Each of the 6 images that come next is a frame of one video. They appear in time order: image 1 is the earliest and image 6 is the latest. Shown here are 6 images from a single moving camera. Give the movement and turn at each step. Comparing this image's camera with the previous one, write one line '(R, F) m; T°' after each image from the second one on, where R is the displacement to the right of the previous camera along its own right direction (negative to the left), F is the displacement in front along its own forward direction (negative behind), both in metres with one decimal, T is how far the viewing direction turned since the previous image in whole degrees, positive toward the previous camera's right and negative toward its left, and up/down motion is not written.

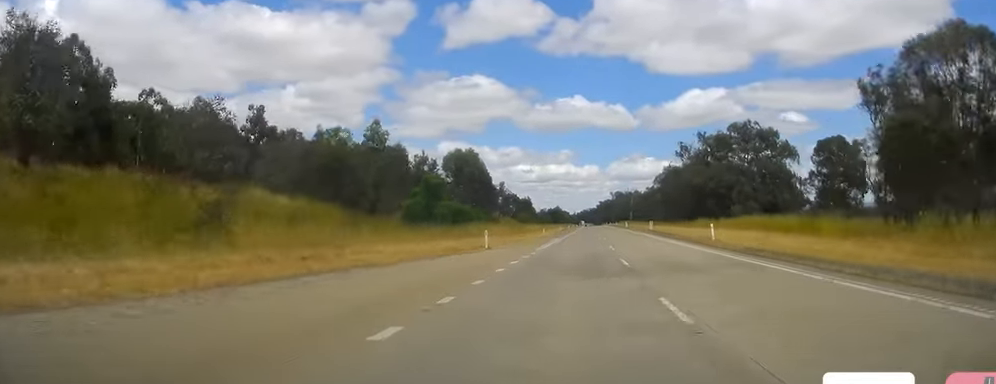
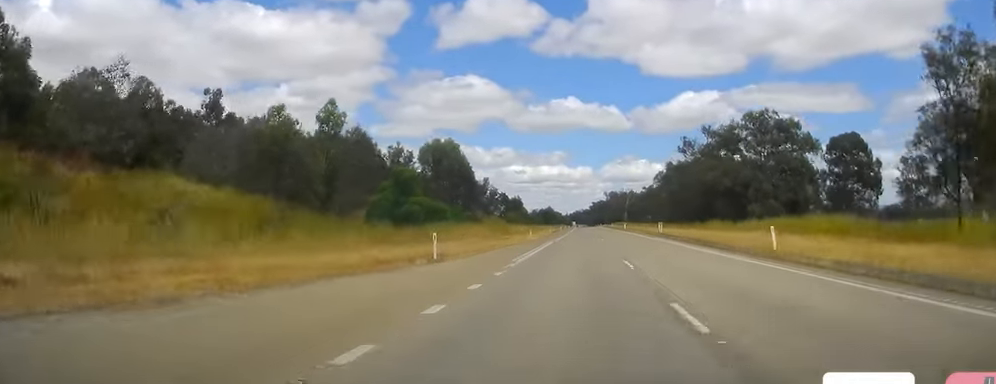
(0.0, +13.4) m; +1°
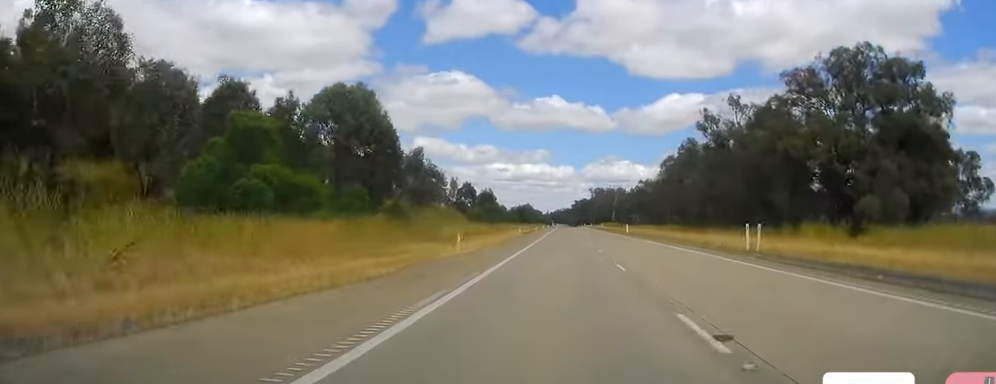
(+0.6, +38.2) m; +2°
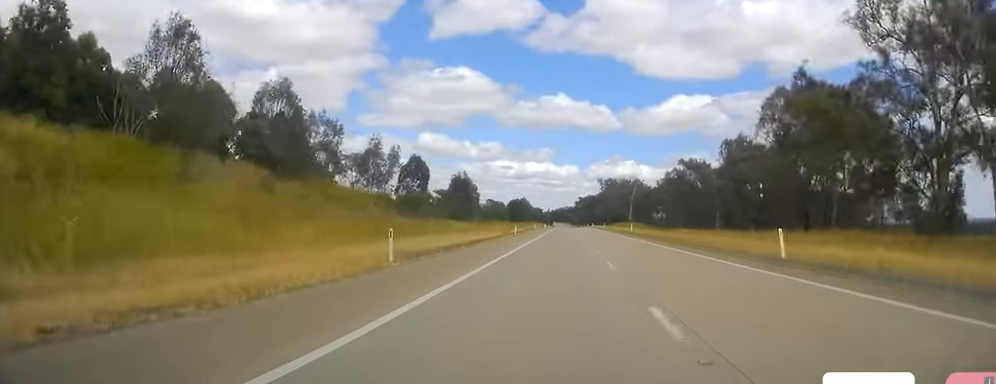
(+1.1, +60.2) m; +2°
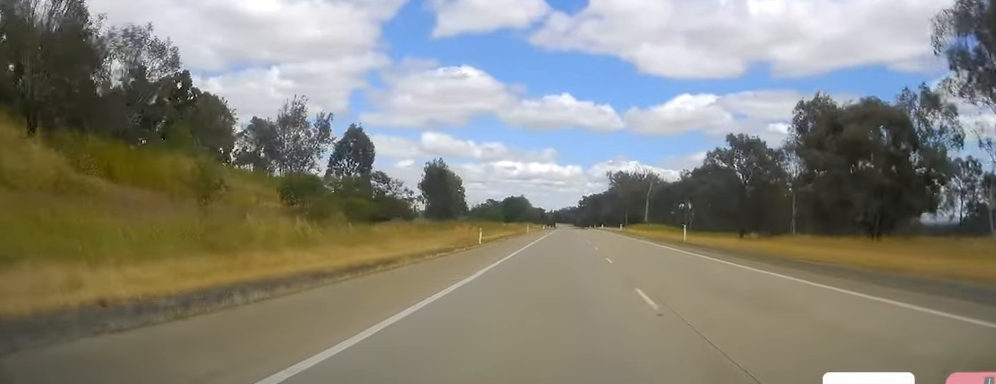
(0.0, +33.5) m; -1°
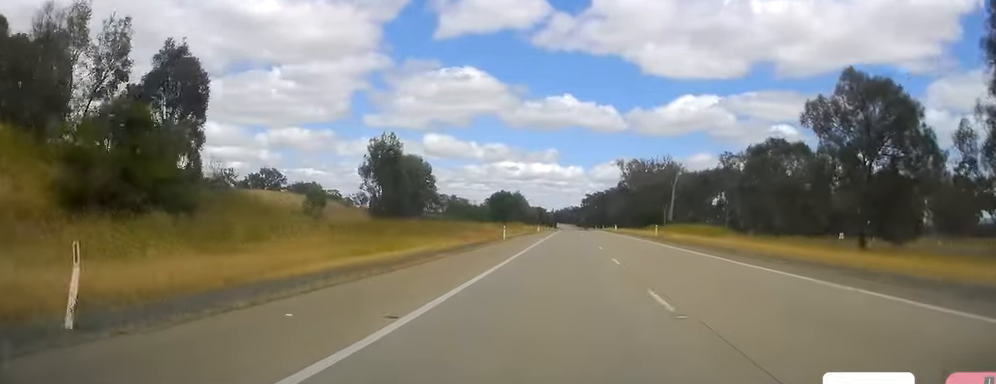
(-0.6, +37.5) m; 0°
